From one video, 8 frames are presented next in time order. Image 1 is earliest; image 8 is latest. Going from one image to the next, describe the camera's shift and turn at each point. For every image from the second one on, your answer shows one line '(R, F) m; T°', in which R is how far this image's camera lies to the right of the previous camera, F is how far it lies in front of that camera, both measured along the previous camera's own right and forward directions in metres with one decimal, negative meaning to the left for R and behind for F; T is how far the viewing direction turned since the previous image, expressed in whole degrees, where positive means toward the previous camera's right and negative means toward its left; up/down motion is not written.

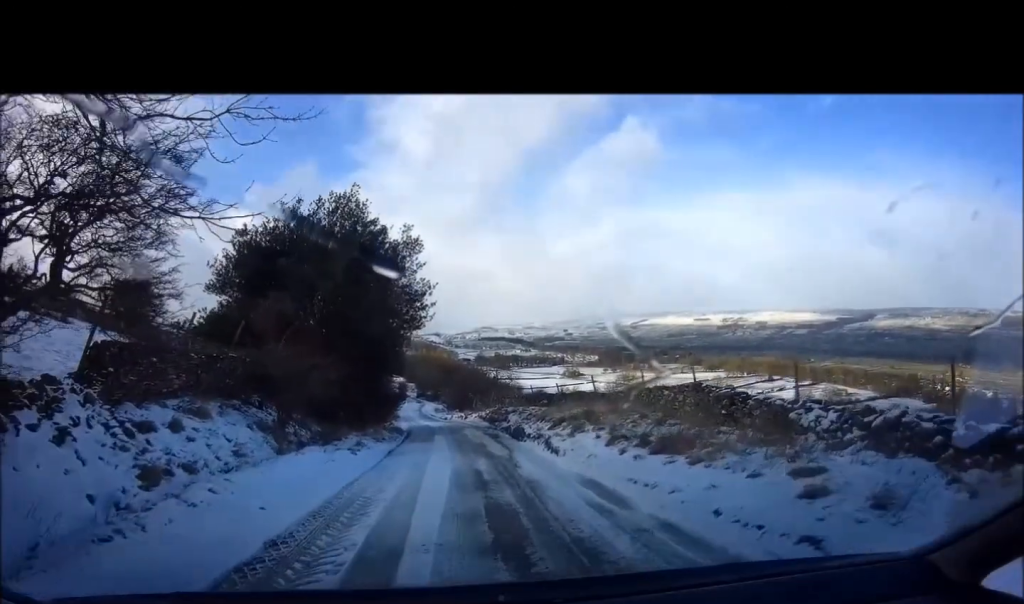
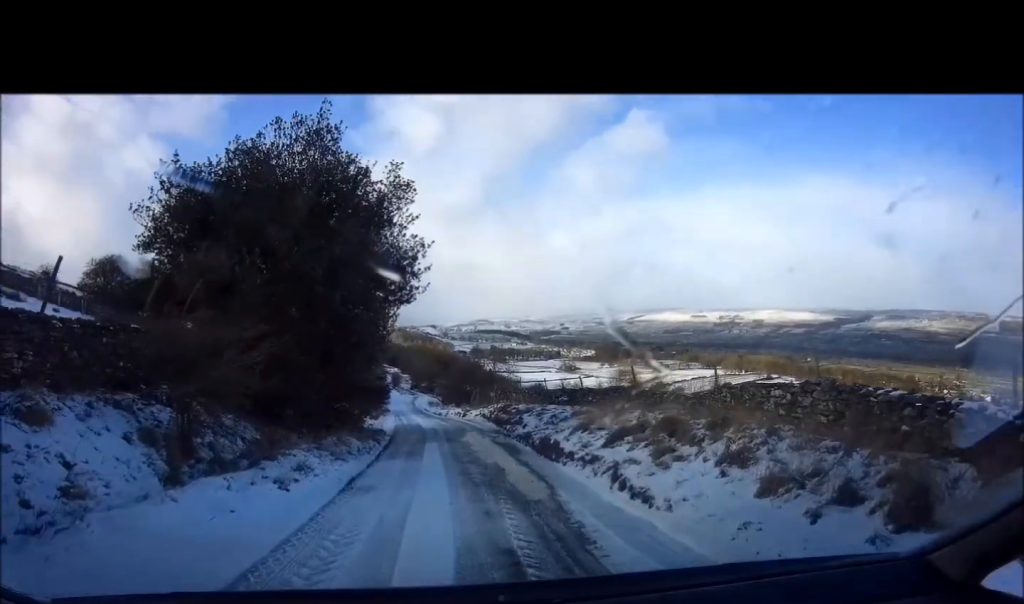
(+0.2, +5.3) m; -4°
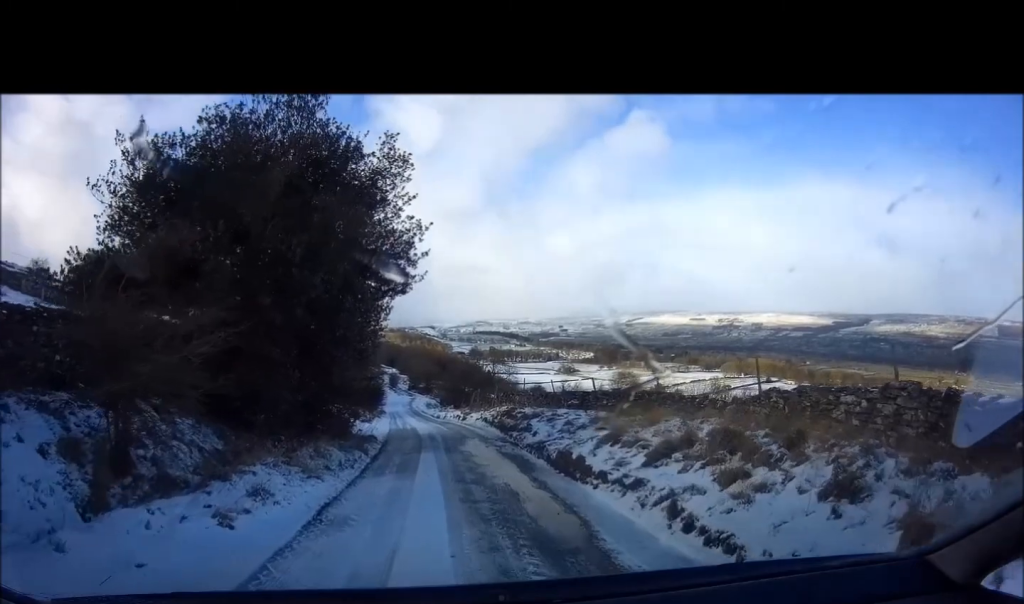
(0.0, +1.9) m; -1°
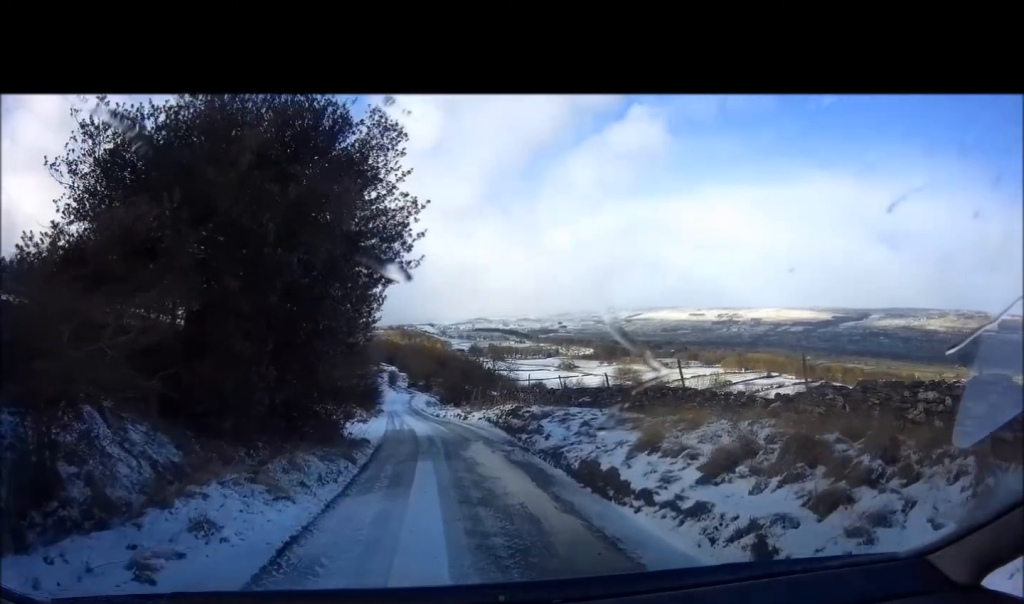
(0.0, +1.6) m; 0°
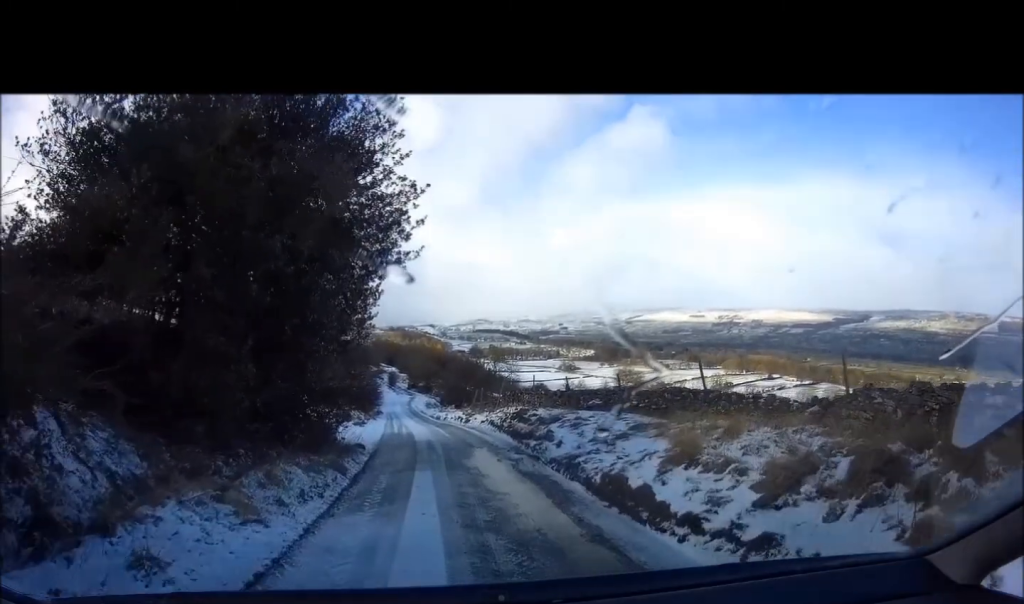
(0.0, +1.1) m; +1°
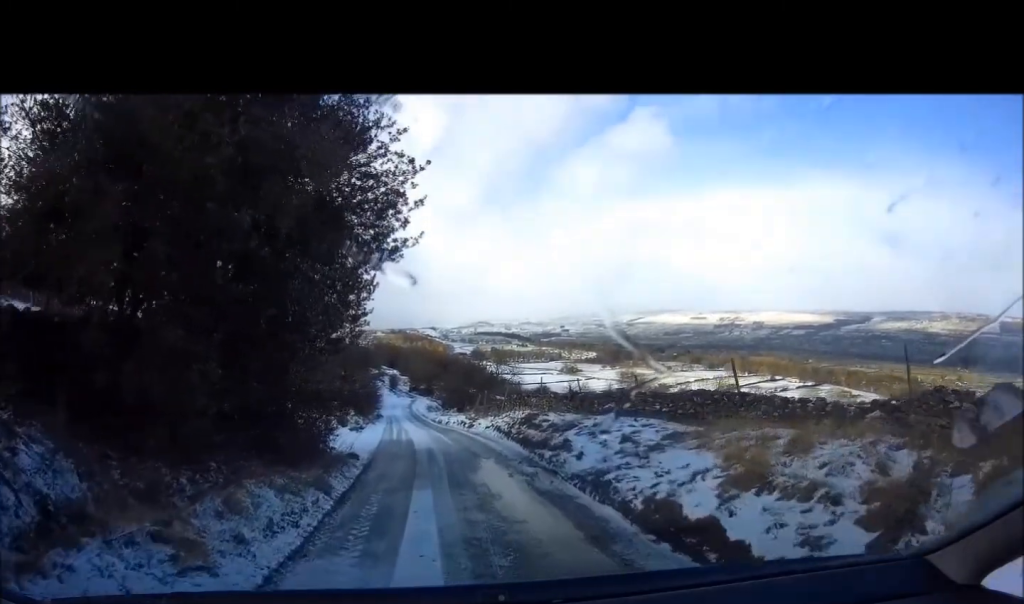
(0.0, +1.4) m; 0°
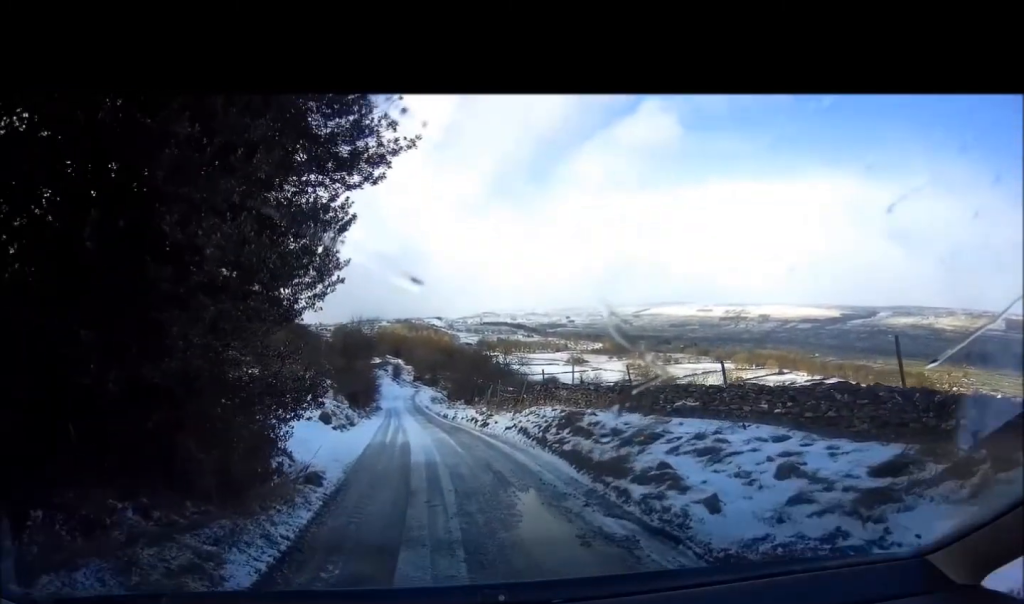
(0.0, +4.3) m; -1°
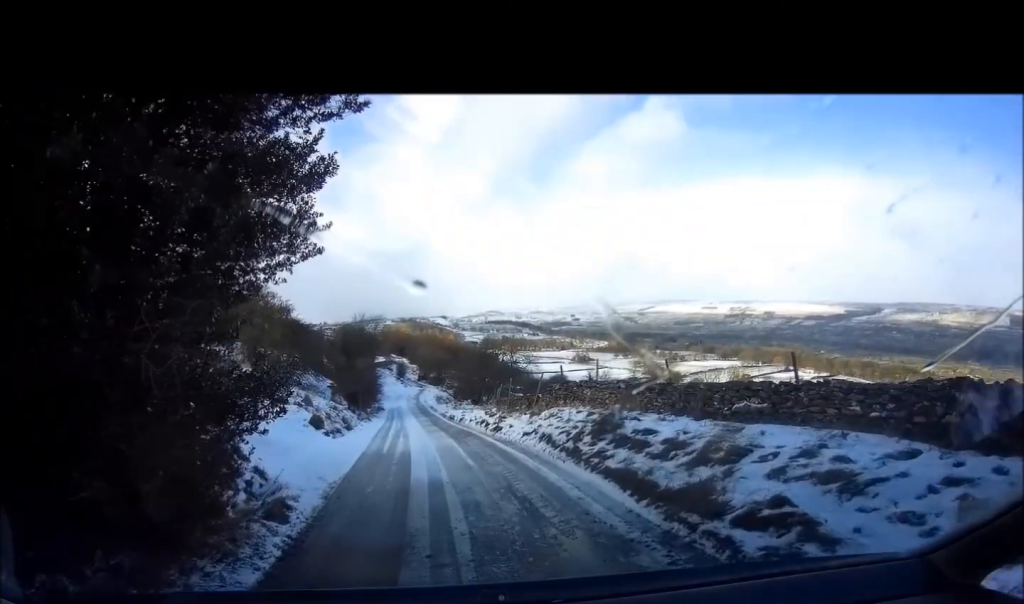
(0.0, +2.2) m; +1°
